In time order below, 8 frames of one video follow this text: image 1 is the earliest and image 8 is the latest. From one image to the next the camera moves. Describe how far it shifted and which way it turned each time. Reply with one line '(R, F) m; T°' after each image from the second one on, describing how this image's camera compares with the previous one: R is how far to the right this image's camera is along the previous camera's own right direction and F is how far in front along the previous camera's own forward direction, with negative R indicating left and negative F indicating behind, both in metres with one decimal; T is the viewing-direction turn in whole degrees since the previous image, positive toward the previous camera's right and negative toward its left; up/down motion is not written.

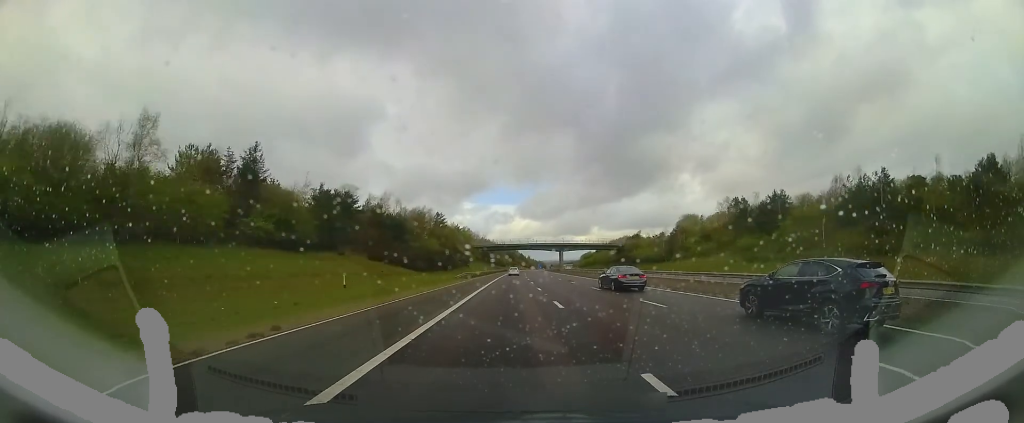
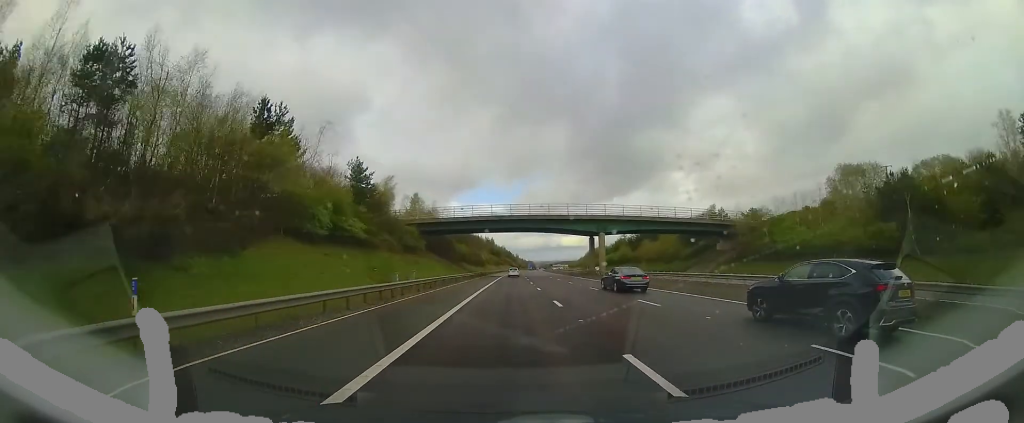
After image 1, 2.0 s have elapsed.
(+2.6, +63.7) m; +5°
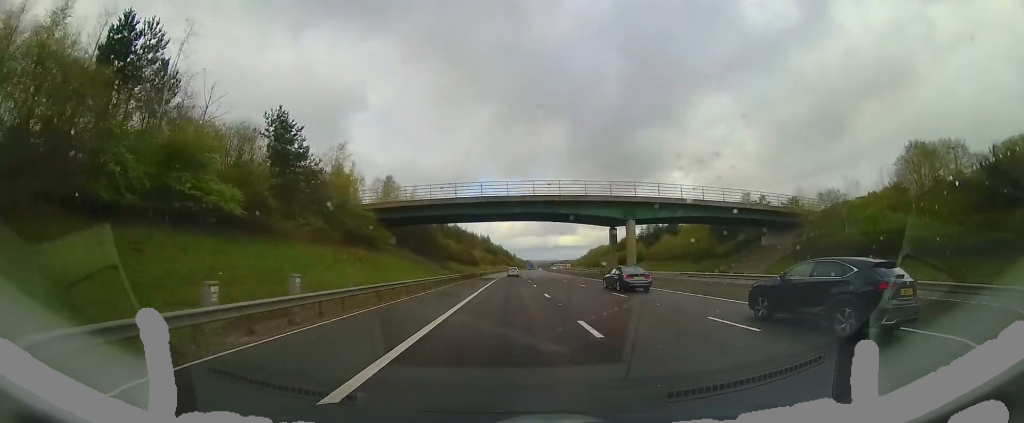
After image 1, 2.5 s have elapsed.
(+0.7, +14.8) m; 0°
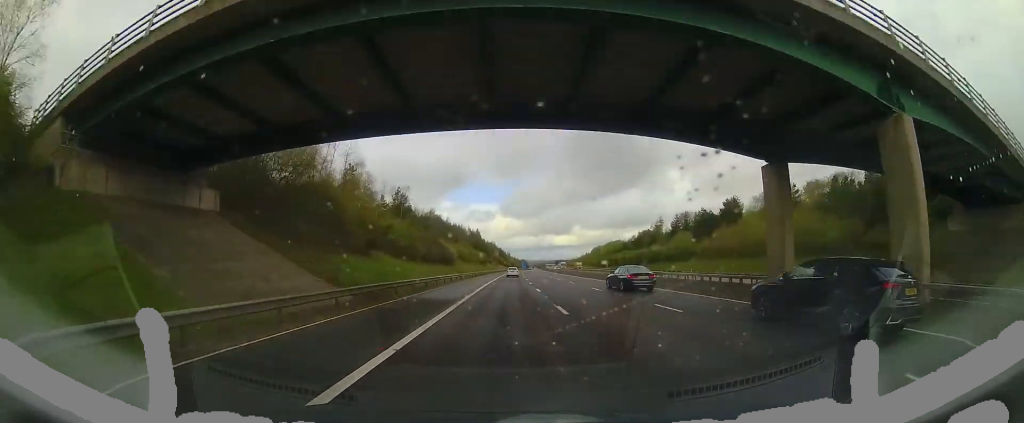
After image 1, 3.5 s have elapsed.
(-0.8, +32.6) m; -1°
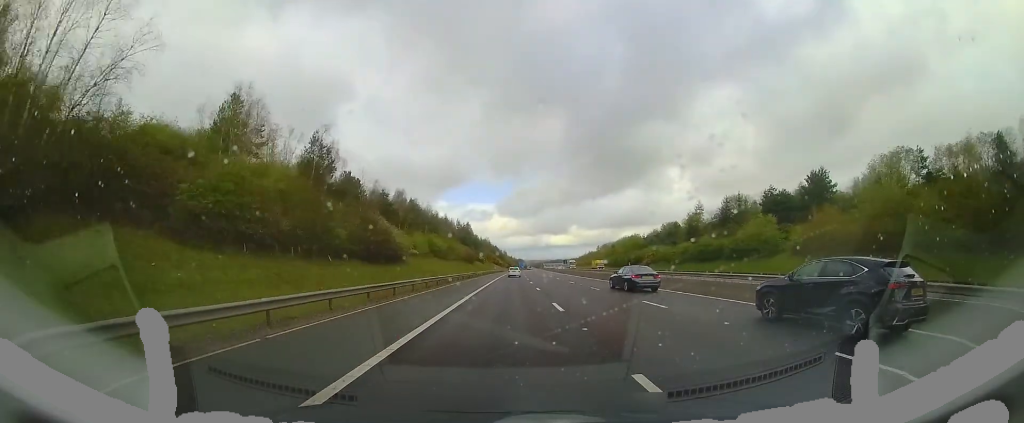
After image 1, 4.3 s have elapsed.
(+0.3, +26.3) m; +1°
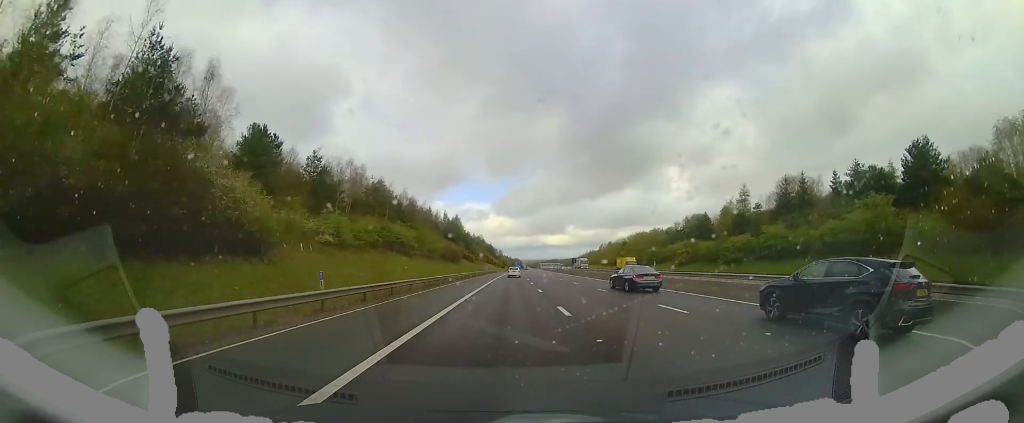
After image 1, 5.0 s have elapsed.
(+0.1, +19.9) m; +1°
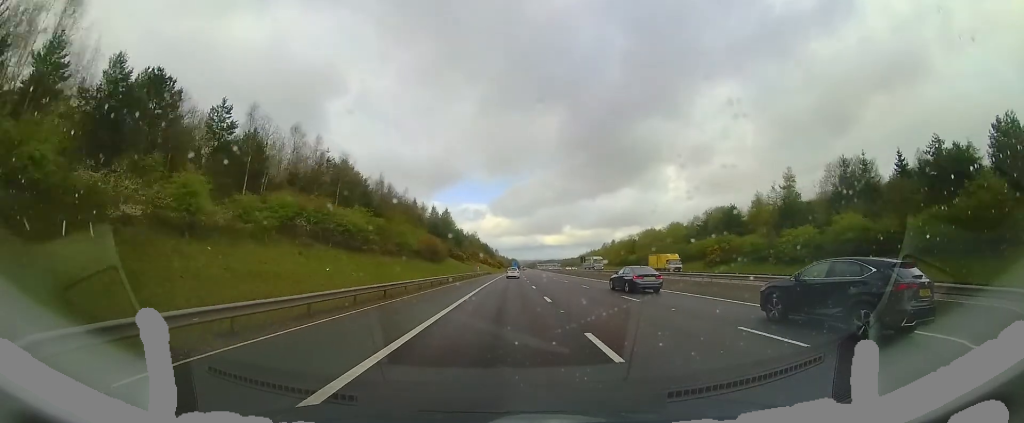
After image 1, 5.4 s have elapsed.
(0.0, +13.6) m; 0°
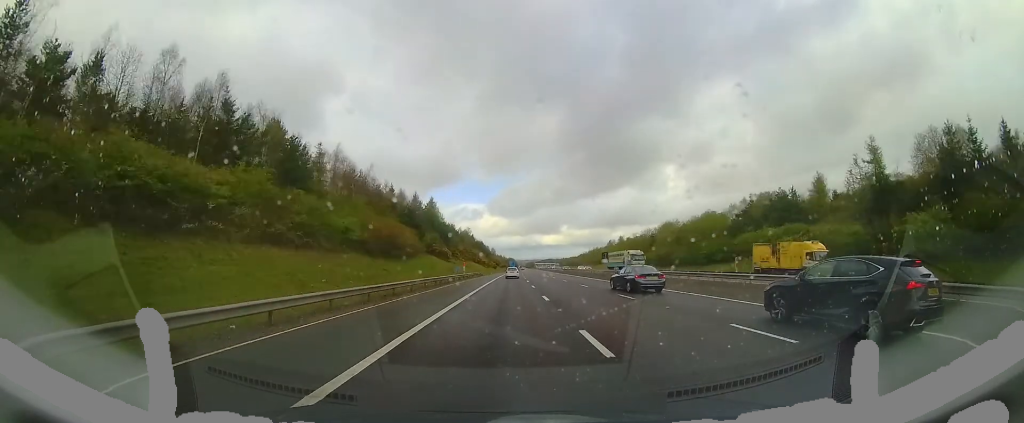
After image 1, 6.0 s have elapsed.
(+0.1, +17.7) m; +1°
